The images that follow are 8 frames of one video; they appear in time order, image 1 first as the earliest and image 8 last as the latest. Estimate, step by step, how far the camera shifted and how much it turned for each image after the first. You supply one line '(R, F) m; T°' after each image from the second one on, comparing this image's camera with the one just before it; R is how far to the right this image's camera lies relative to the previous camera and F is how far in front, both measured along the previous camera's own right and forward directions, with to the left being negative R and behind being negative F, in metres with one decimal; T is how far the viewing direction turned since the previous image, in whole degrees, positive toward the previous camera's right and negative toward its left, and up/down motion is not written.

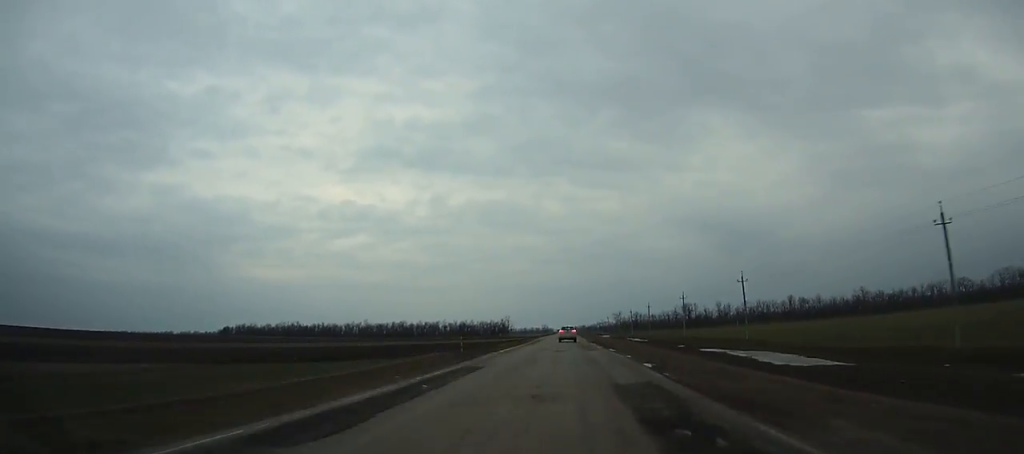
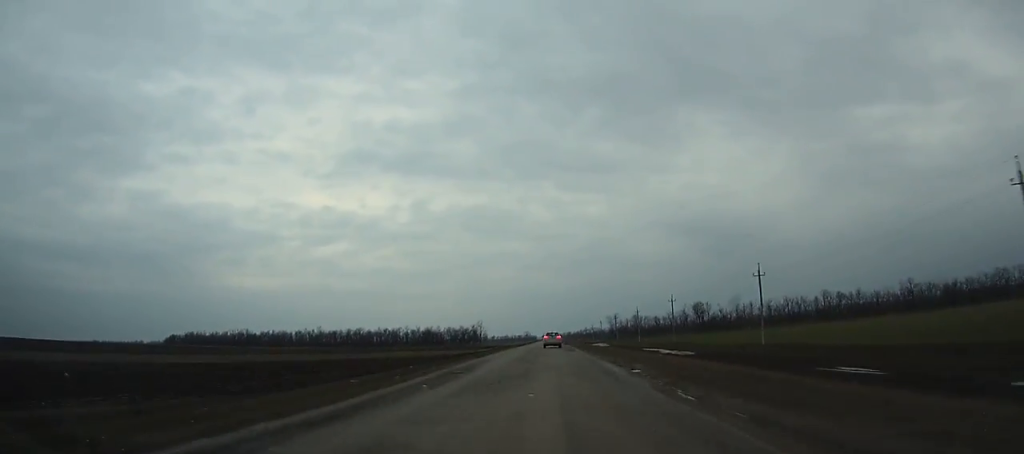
(0.0, +54.6) m; 0°
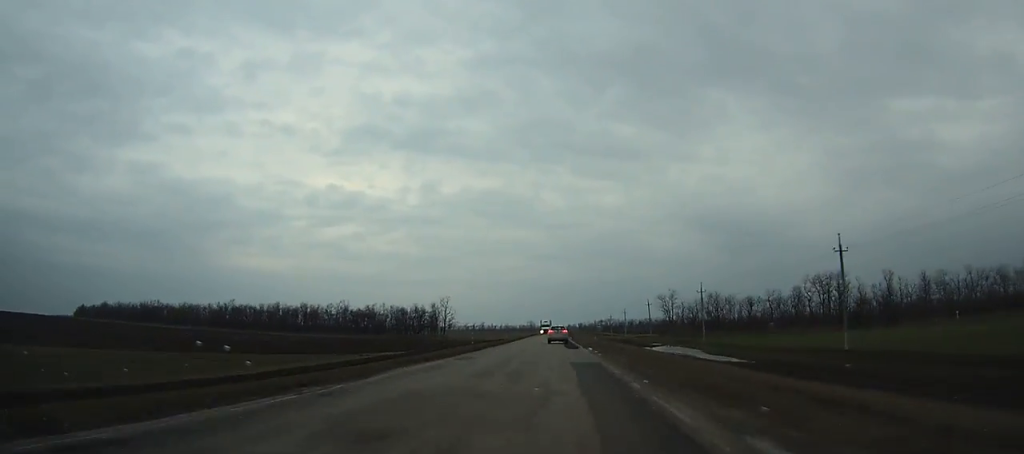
(+0.1, +110.1) m; 0°
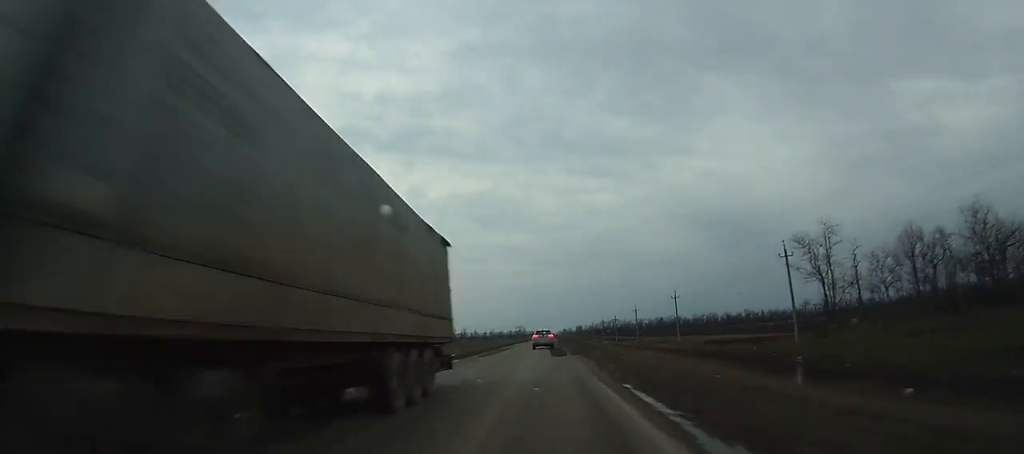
(-0.8, +89.2) m; -1°
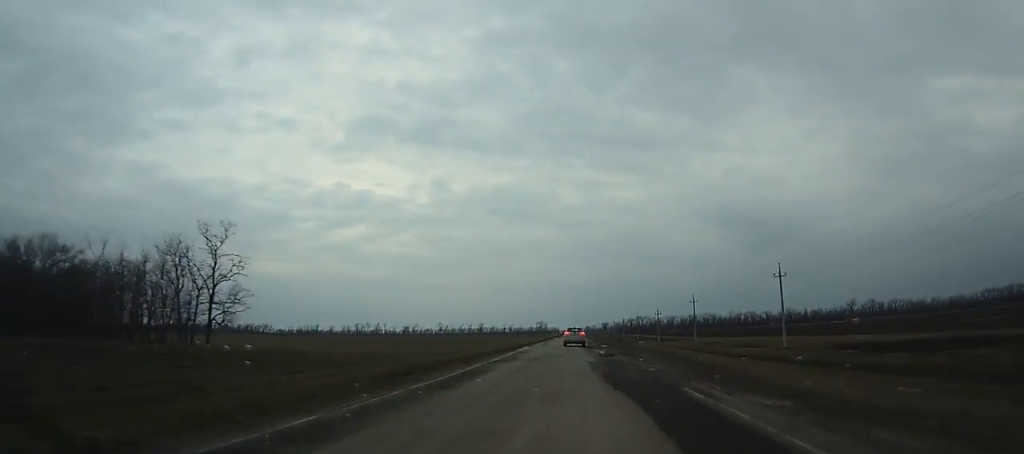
(-0.4, +37.4) m; 0°
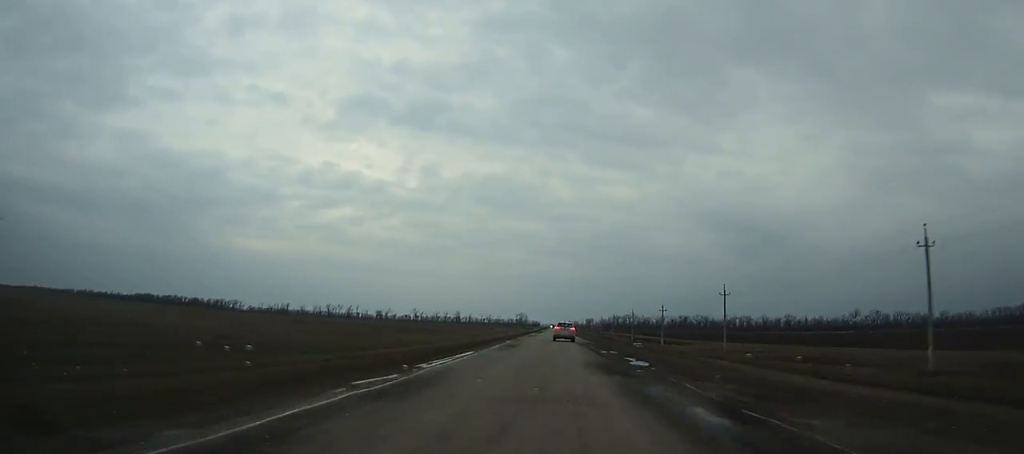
(+0.4, +29.1) m; 0°
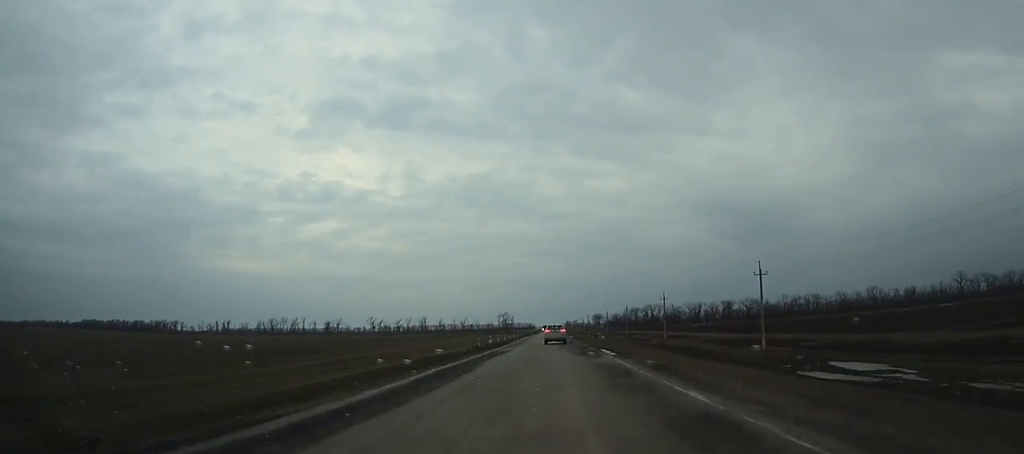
(+0.8, +109.8) m; +1°
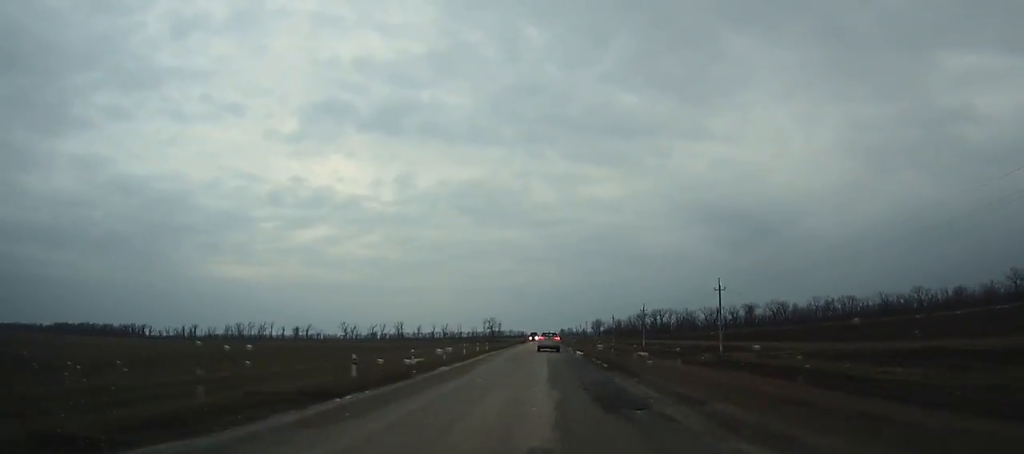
(0.0, +41.2) m; 0°
